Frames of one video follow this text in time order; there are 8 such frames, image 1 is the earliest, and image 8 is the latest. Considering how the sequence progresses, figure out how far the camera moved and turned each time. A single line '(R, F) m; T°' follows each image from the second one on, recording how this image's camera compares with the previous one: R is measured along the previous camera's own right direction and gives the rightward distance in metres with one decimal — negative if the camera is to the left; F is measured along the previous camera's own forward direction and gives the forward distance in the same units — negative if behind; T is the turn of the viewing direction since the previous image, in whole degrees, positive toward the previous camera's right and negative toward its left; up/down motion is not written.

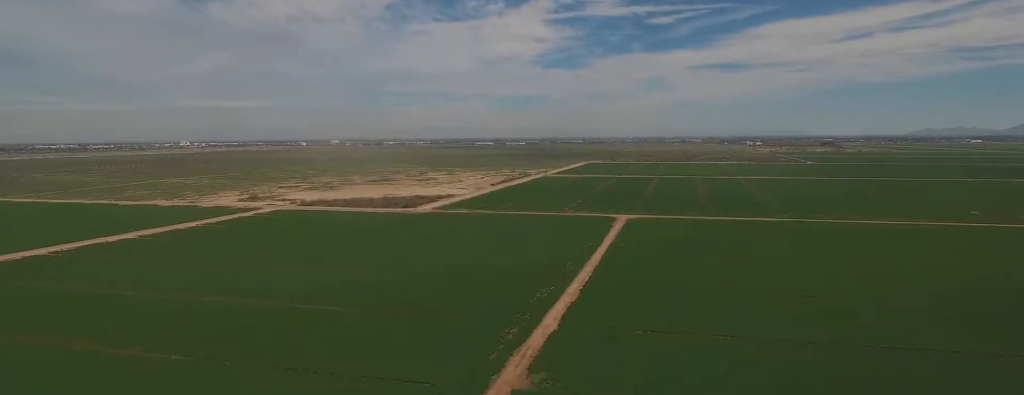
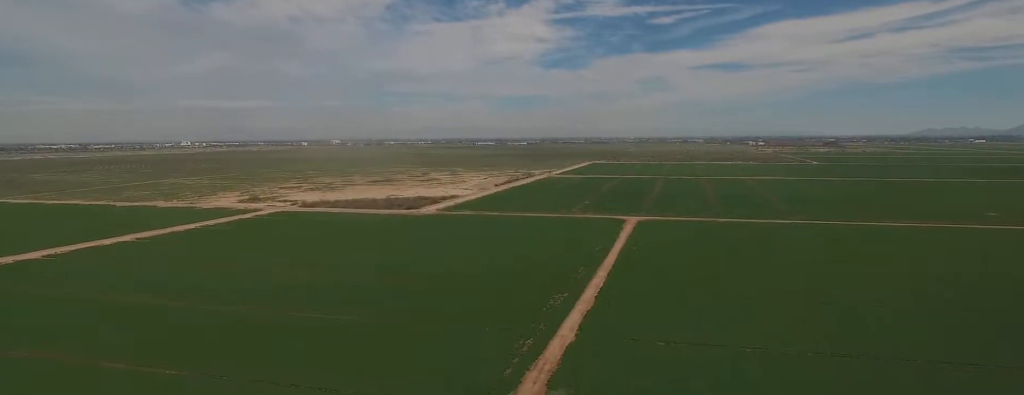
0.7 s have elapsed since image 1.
(0.0, +10.4) m; 0°
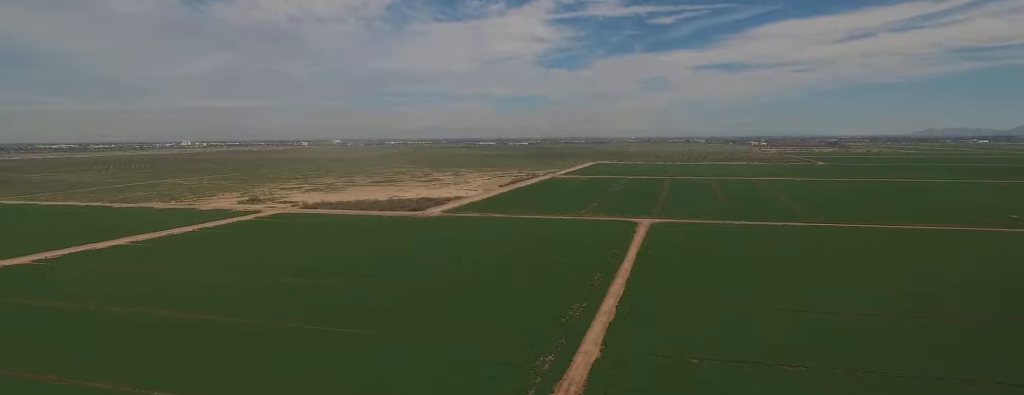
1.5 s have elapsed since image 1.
(+0.1, +13.6) m; 0°
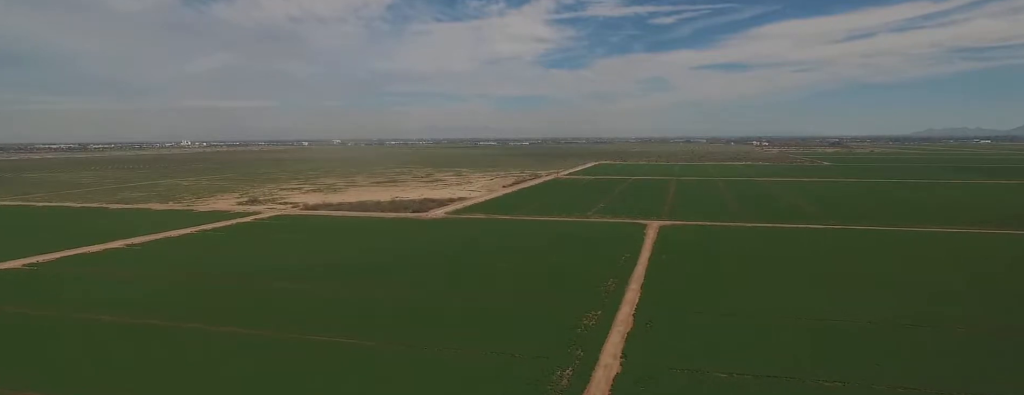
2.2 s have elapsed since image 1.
(0.0, +9.9) m; 0°
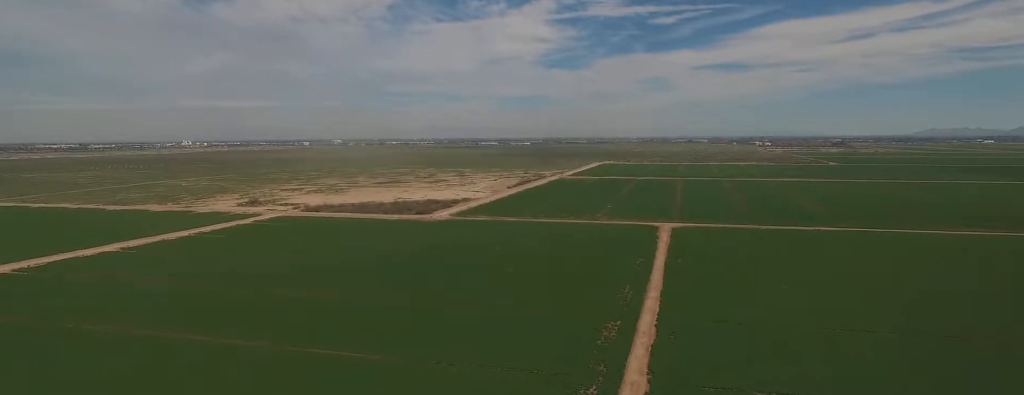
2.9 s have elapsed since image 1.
(0.0, +11.4) m; 0°
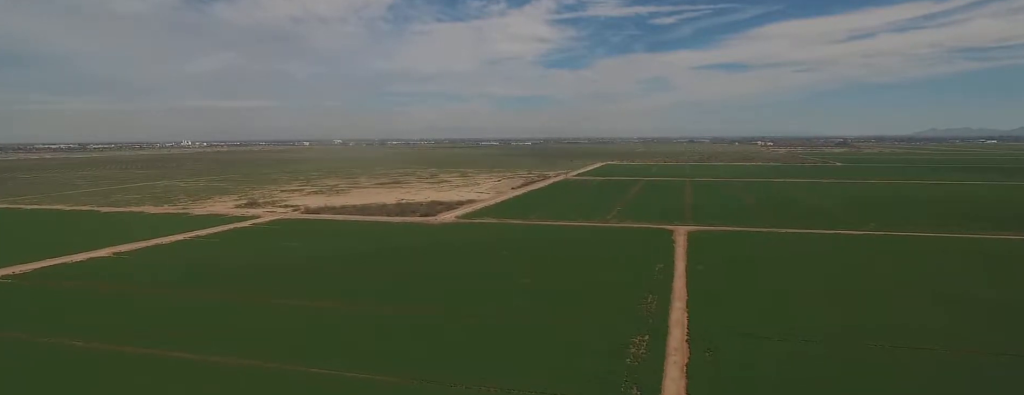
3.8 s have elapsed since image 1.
(+0.1, +14.6) m; +1°
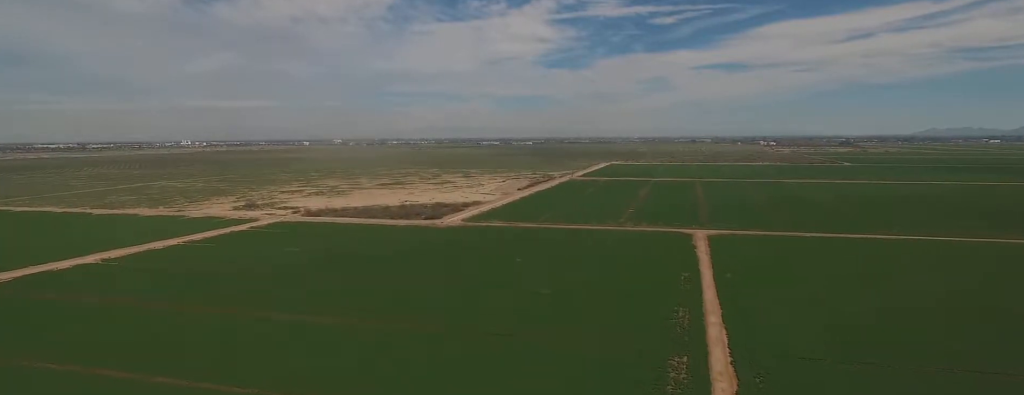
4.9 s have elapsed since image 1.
(+0.1, +17.2) m; +1°
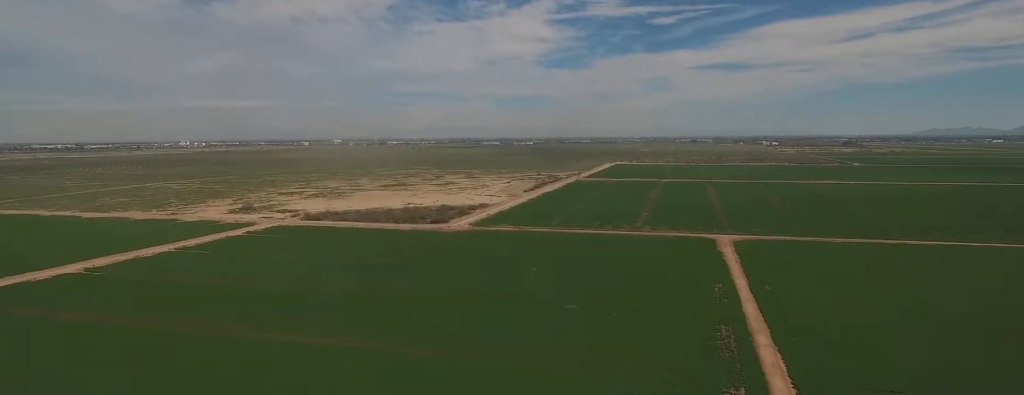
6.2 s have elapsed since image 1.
(+0.1, +20.3) m; 0°
